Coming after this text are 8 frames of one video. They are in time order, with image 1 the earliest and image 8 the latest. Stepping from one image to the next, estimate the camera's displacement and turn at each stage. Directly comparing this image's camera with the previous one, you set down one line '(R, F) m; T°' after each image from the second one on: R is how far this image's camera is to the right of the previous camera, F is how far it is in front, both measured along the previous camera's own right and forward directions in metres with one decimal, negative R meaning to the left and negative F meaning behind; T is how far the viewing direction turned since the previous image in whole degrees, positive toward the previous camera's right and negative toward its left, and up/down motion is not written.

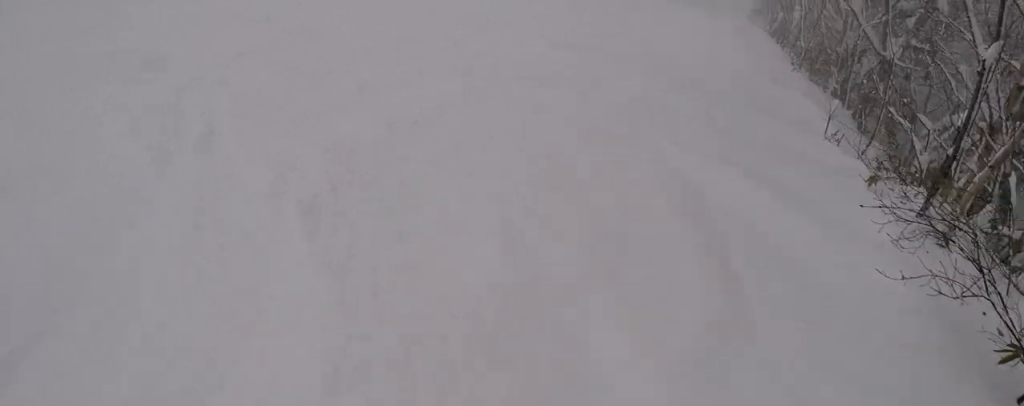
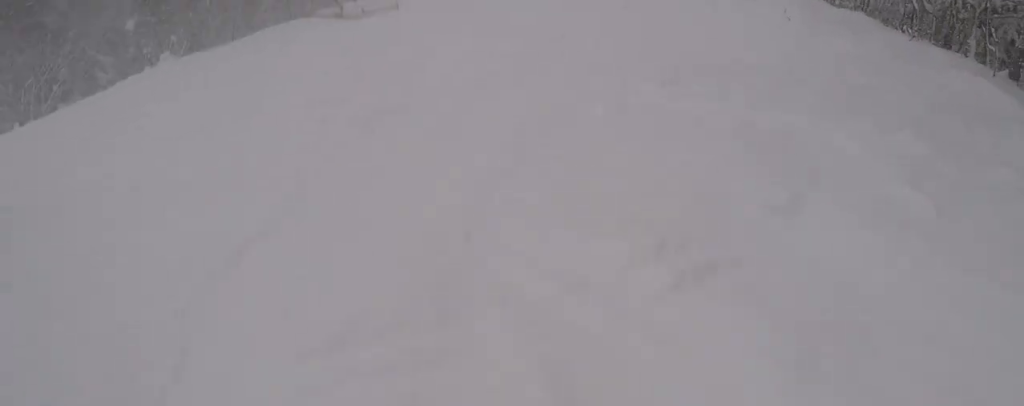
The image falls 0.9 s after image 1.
(-0.8, +4.3) m; -16°
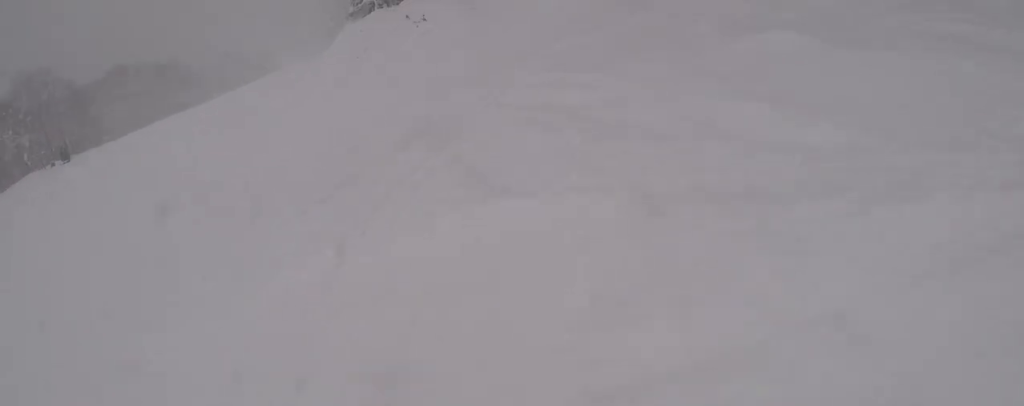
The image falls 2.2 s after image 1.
(-1.1, +7.6) m; +8°
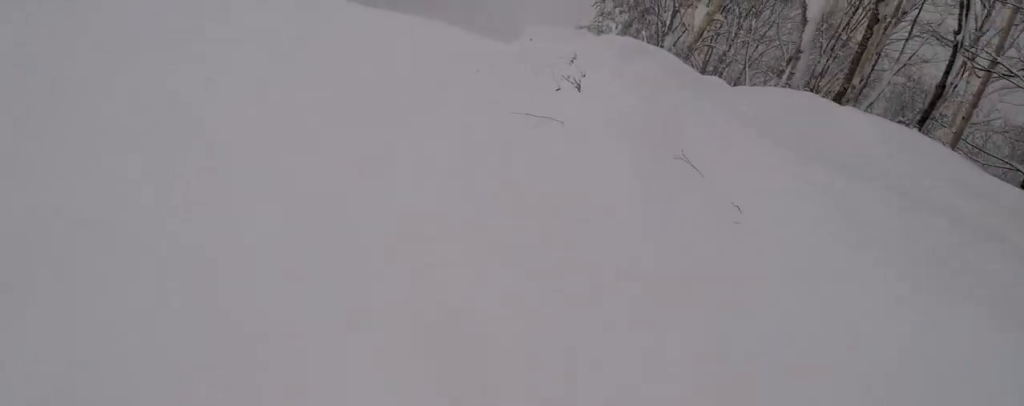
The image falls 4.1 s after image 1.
(+5.1, +11.9) m; +19°
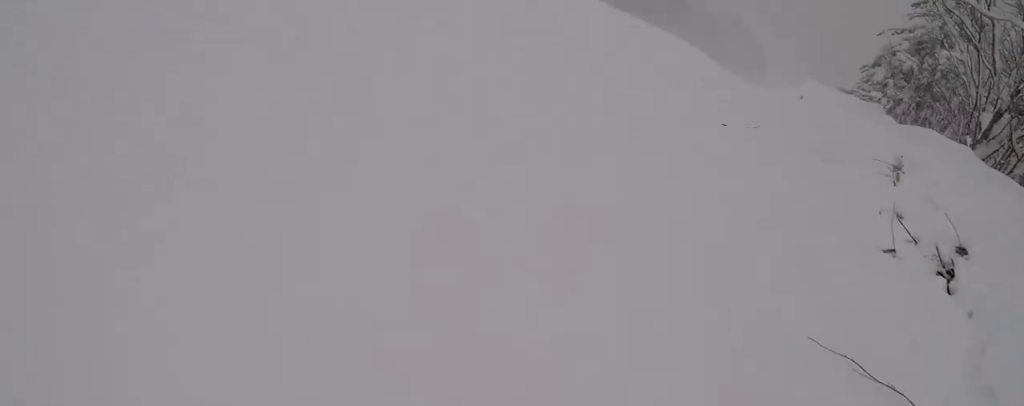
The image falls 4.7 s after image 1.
(-0.4, +4.0) m; -16°
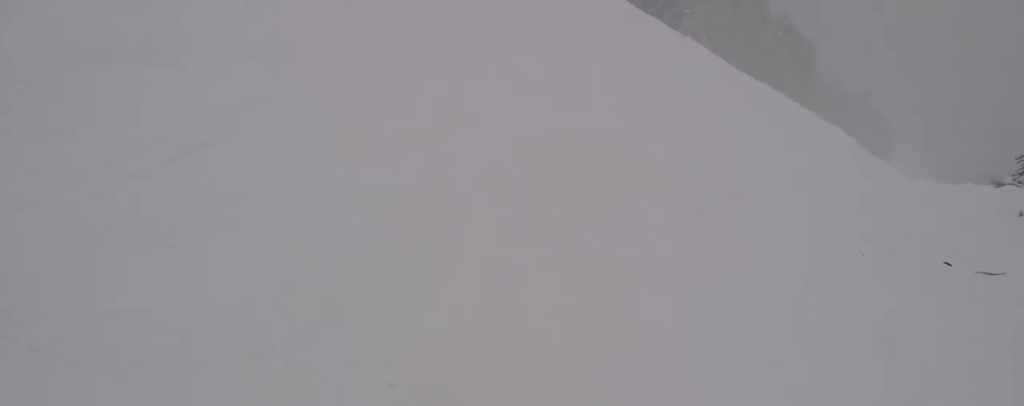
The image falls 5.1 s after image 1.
(-0.2, +3.0) m; -16°
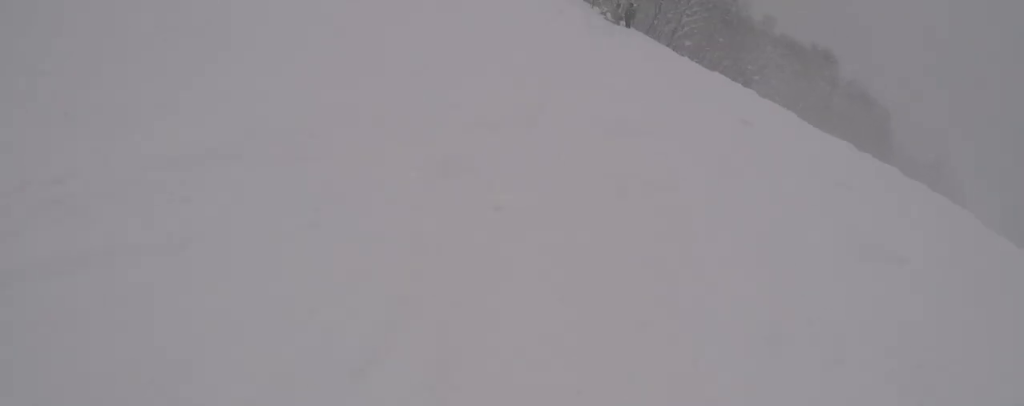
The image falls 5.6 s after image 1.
(-0.5, +3.1) m; -14°
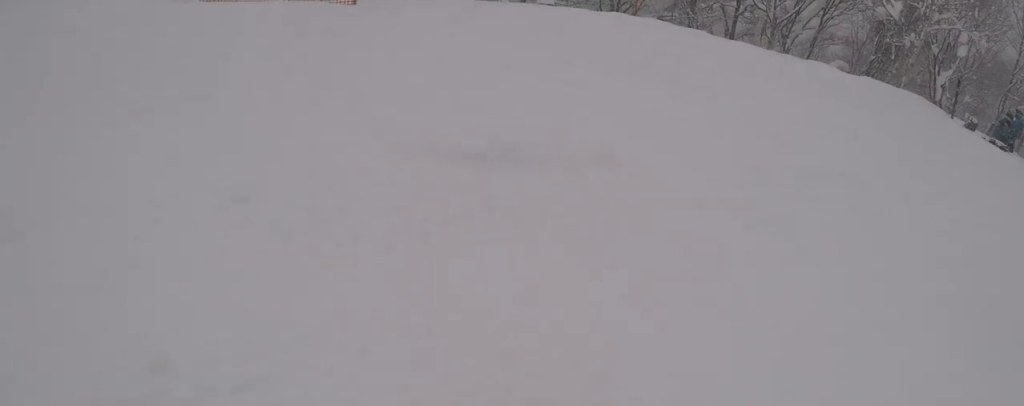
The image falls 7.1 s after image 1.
(-3.2, +10.4) m; -28°
